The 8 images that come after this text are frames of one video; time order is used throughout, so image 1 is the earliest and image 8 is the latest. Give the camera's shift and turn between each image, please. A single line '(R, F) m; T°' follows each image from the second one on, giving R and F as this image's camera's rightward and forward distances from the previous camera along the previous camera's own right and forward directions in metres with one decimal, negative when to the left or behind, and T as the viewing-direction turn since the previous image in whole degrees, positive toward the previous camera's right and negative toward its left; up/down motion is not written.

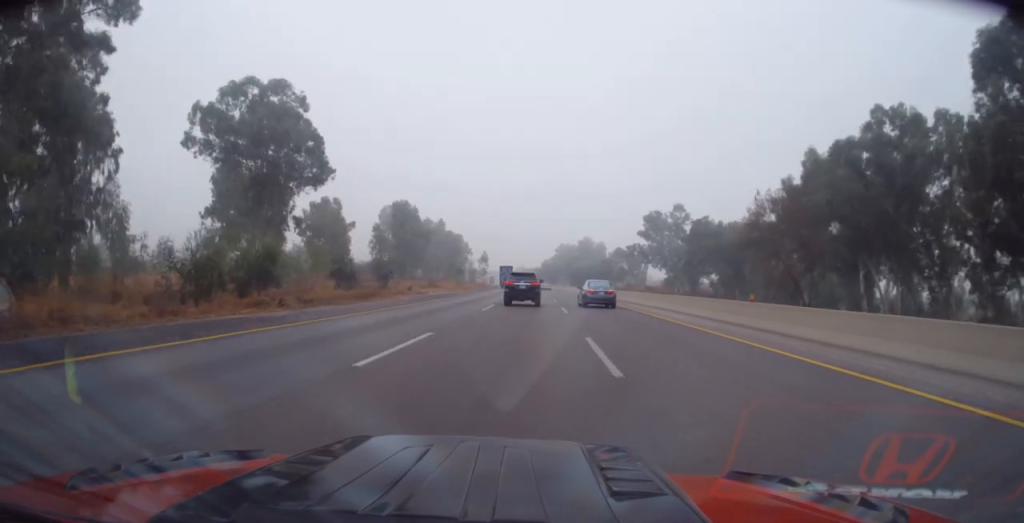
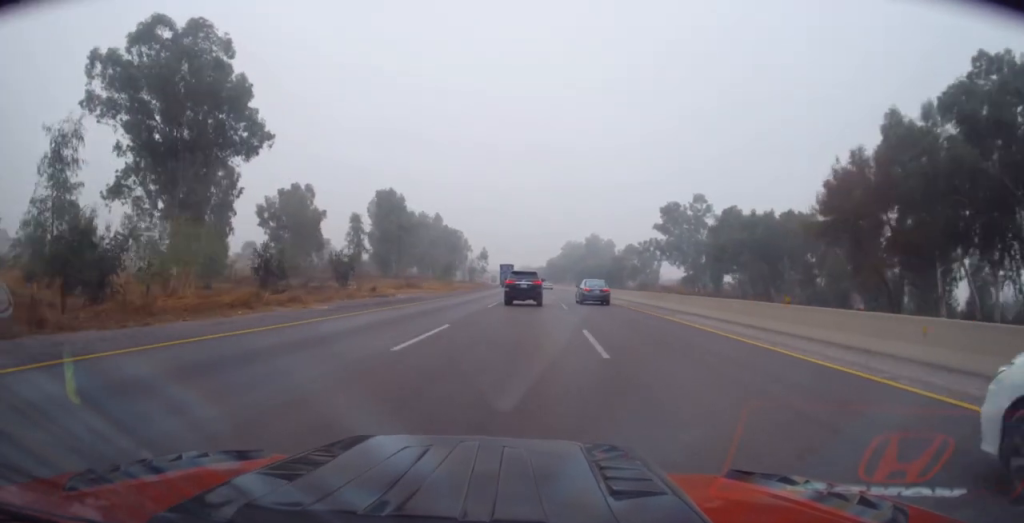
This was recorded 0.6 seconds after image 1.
(0.0, +15.8) m; 0°
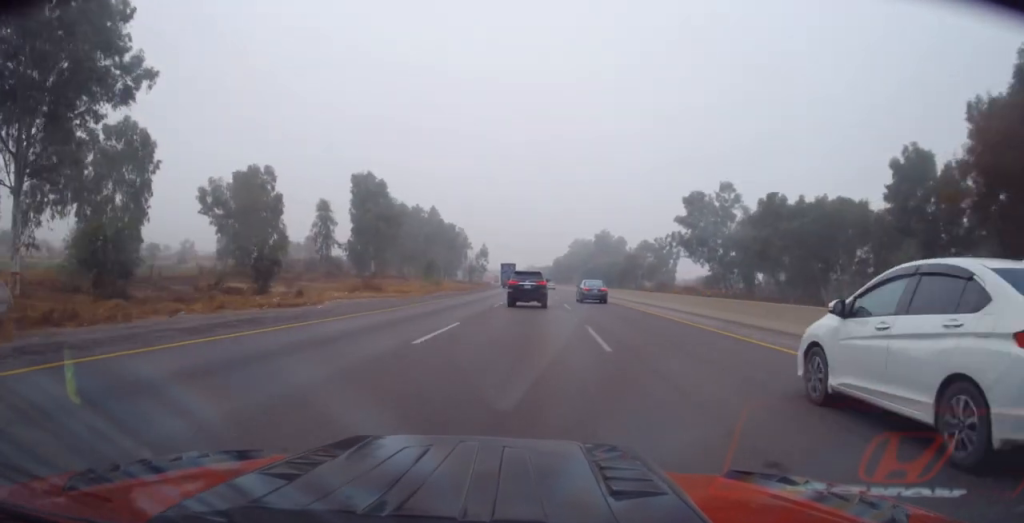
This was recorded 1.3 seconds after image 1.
(0.0, +16.6) m; 0°
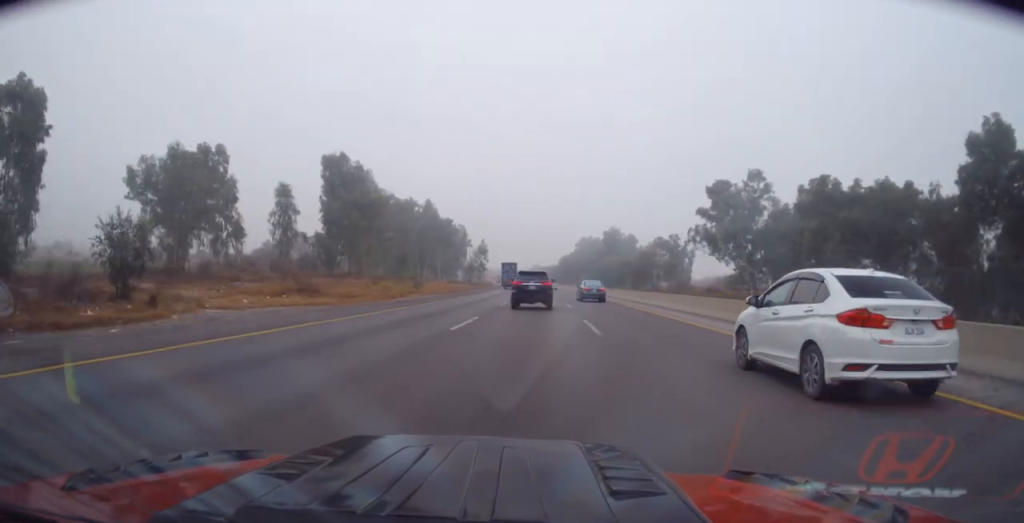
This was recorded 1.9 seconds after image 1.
(0.0, +14.1) m; -1°
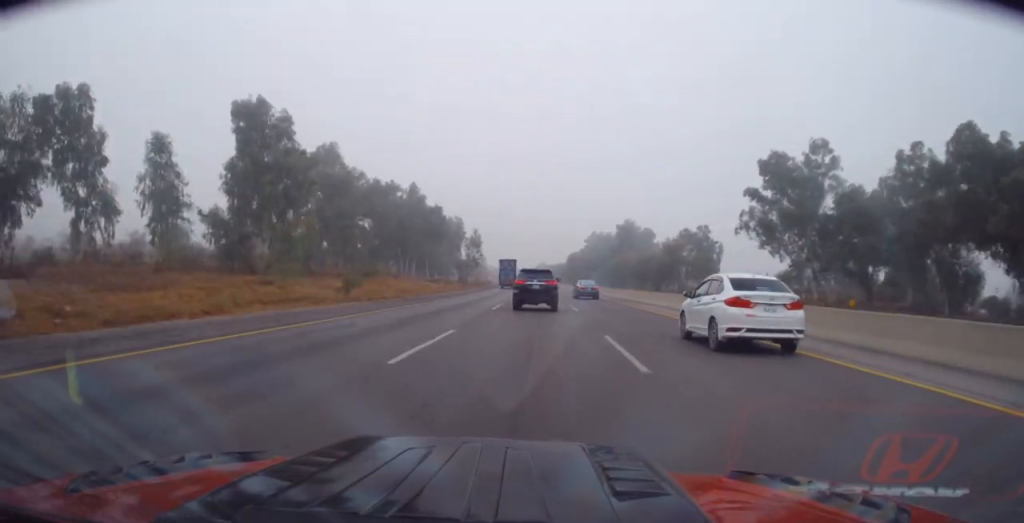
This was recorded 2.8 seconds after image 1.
(-0.5, +24.1) m; -1°
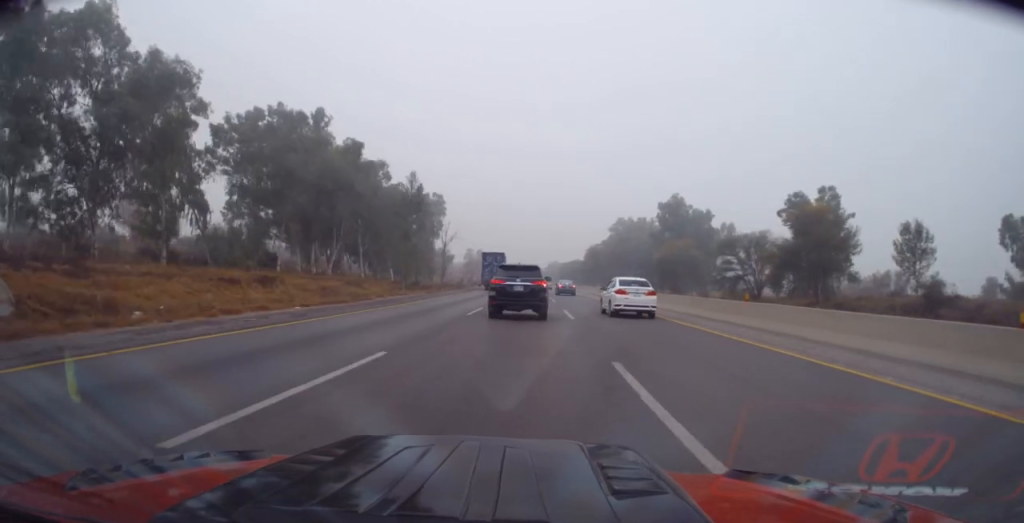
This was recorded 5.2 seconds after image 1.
(-0.4, +58.1) m; 0°
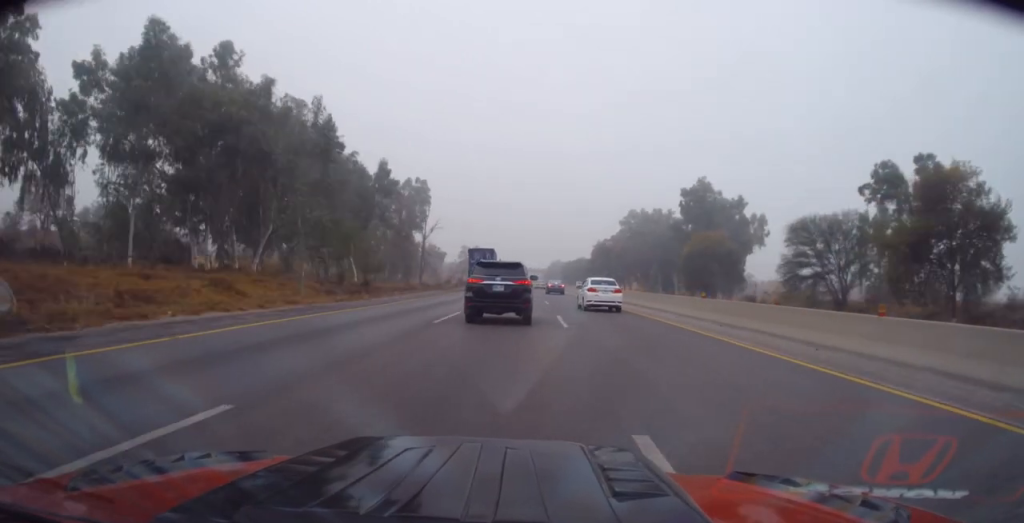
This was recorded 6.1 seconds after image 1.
(+0.3, +22.4) m; 0°
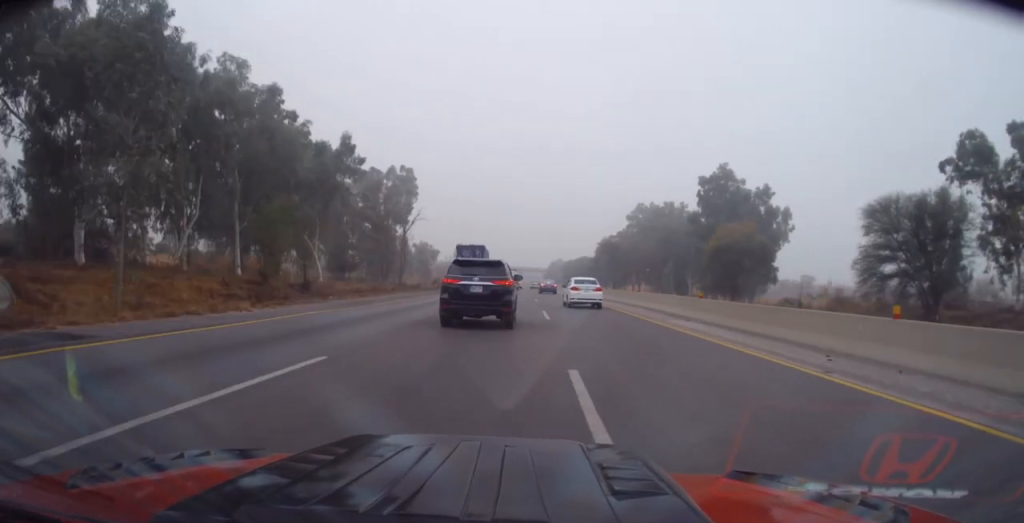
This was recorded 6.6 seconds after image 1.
(-0.1, +14.1) m; -1°
